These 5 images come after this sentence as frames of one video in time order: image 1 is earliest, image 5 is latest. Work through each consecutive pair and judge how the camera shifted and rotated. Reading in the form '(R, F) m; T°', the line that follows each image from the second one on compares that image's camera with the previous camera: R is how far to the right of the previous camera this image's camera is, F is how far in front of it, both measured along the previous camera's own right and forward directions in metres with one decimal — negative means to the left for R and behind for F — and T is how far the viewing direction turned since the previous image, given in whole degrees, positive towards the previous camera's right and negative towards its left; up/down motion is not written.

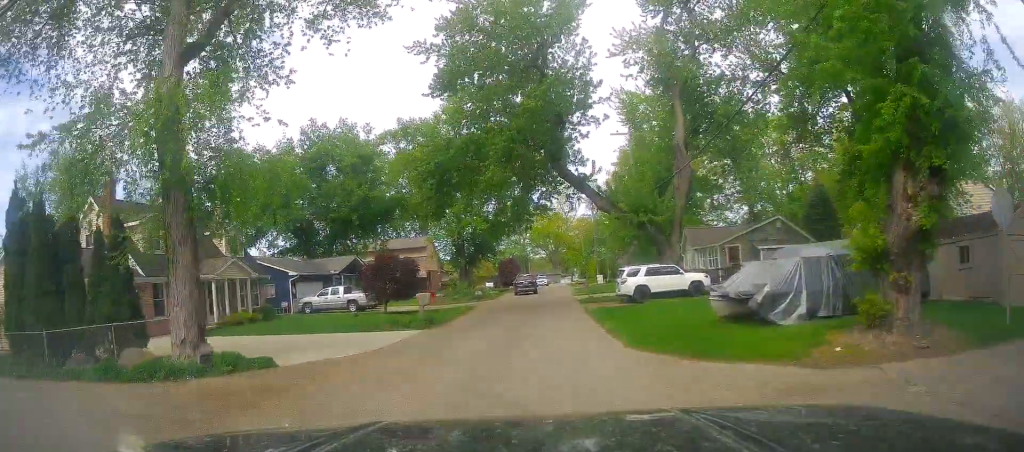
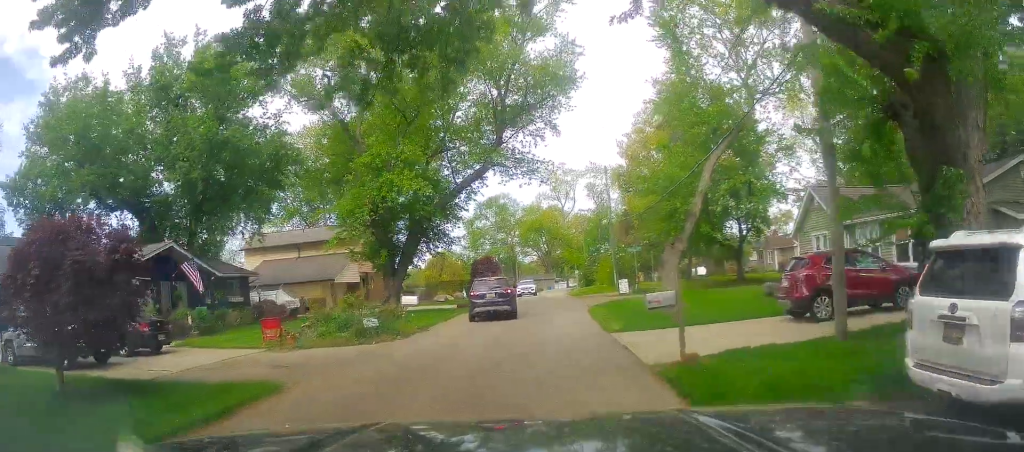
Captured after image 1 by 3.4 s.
(+1.0, +25.4) m; +1°
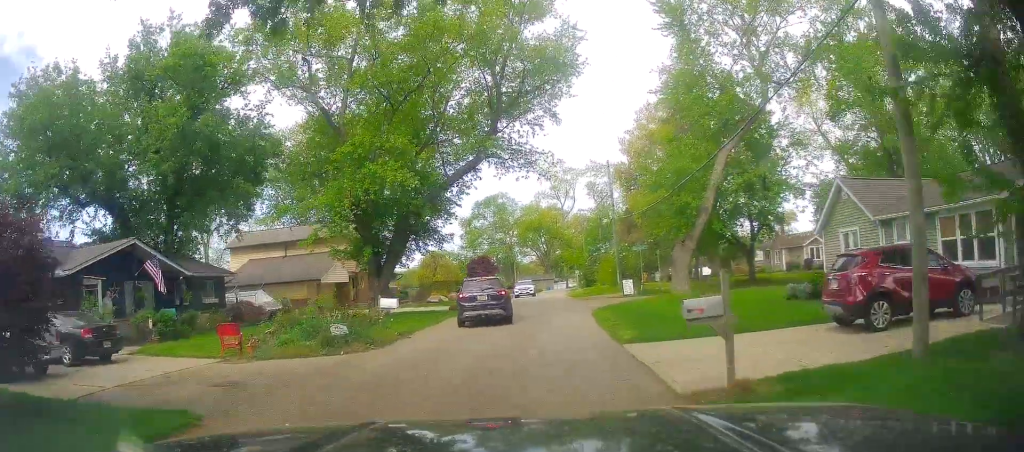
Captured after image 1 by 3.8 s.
(-0.1, +2.8) m; -2°
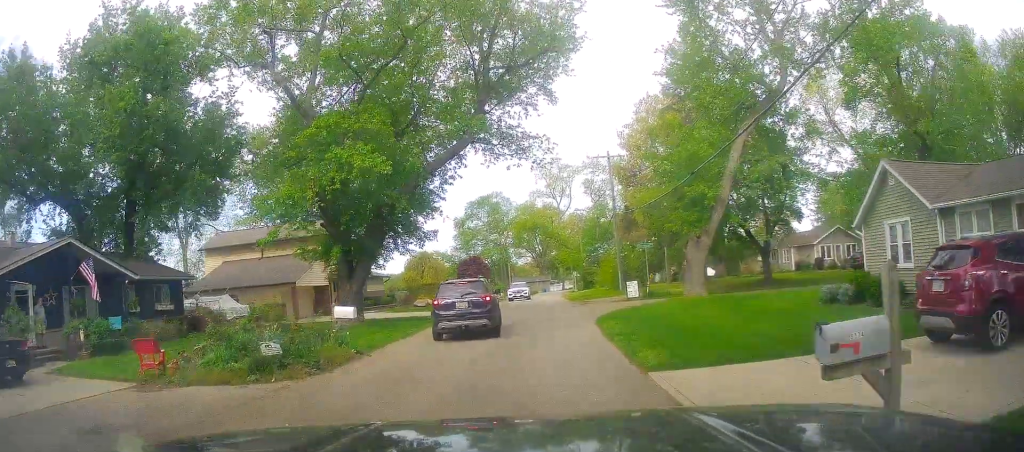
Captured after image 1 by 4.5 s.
(-0.3, +4.1) m; -4°
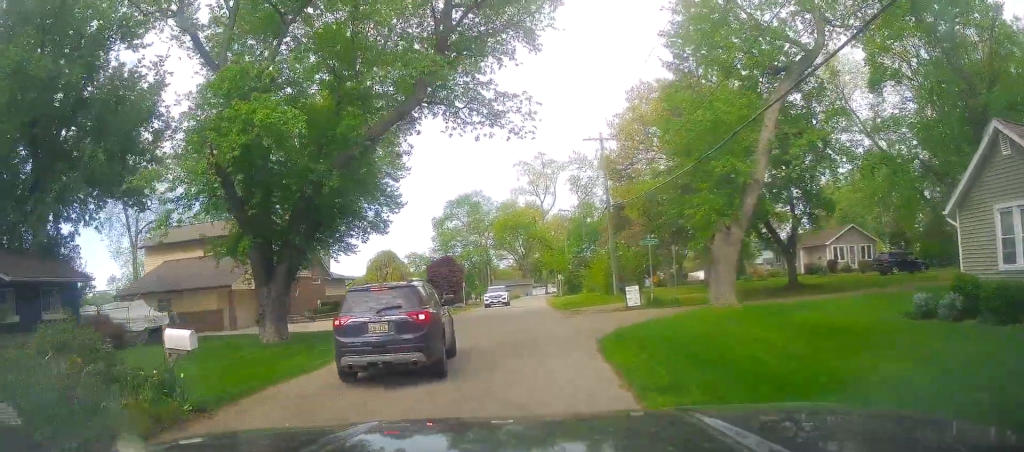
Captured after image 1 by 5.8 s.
(-0.1, +7.0) m; 0°
